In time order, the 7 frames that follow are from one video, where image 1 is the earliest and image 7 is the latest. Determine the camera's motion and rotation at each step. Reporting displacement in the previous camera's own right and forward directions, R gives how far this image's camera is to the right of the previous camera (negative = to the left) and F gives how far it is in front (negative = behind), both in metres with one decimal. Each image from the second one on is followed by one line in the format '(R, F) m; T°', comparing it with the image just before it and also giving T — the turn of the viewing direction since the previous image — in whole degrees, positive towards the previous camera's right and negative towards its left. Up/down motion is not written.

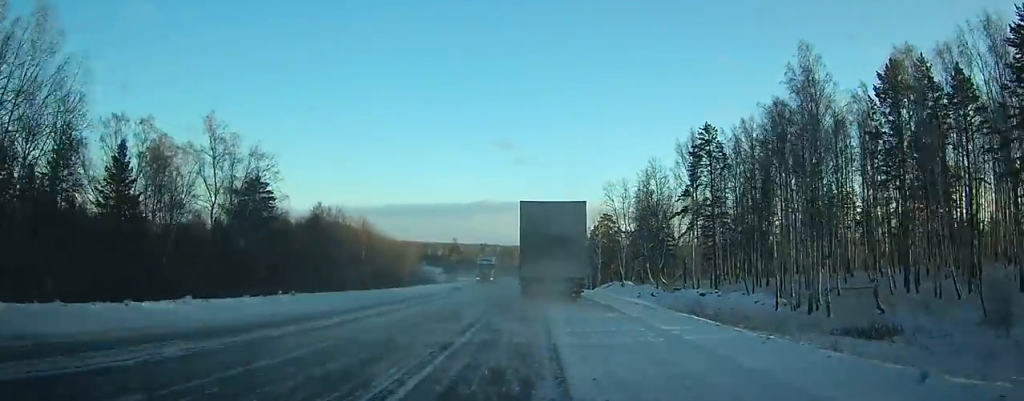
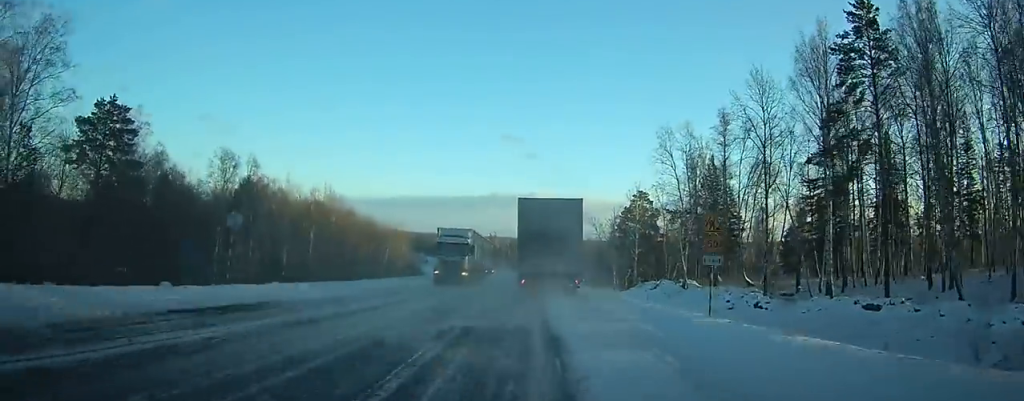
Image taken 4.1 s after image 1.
(0.0, +42.2) m; -1°
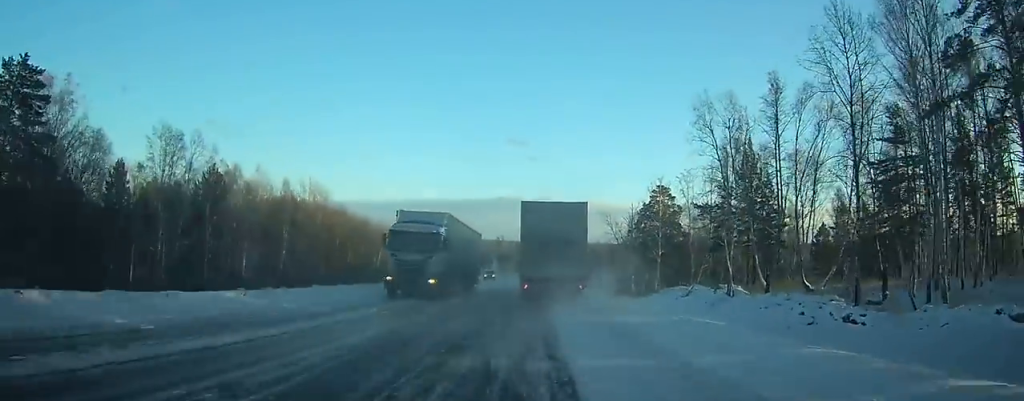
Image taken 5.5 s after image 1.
(-0.2, +14.8) m; -1°
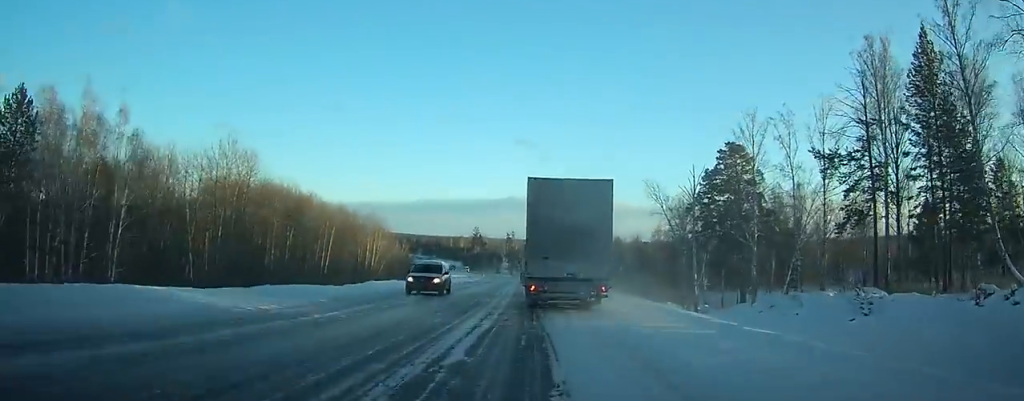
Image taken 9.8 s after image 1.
(+0.2, +41.9) m; +1°
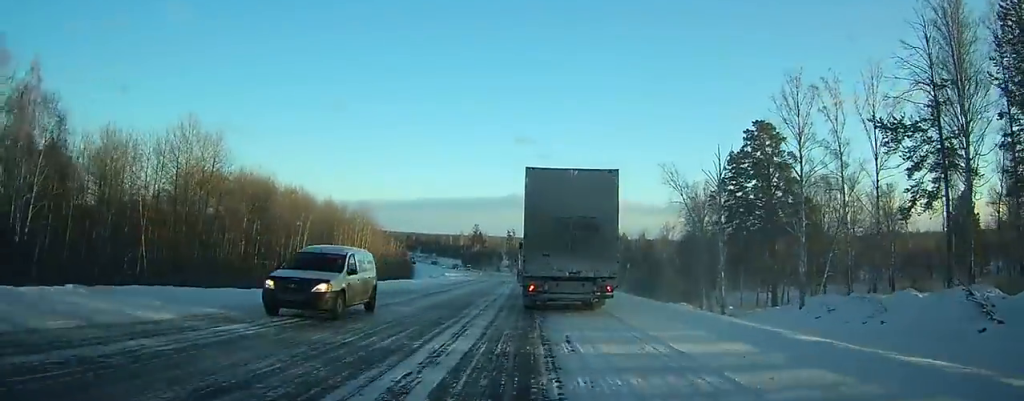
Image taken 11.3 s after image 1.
(0.0, +12.8) m; +1°
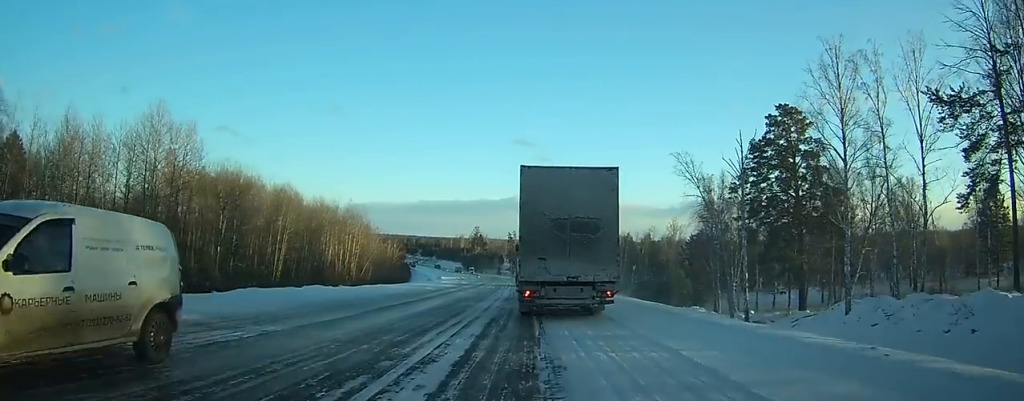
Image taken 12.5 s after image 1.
(+0.1, +8.6) m; 0°
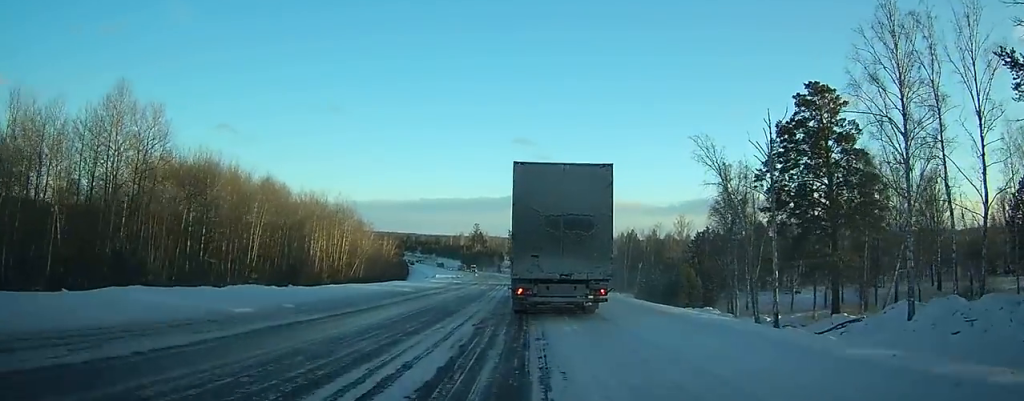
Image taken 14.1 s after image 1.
(0.0, +10.0) m; 0°
